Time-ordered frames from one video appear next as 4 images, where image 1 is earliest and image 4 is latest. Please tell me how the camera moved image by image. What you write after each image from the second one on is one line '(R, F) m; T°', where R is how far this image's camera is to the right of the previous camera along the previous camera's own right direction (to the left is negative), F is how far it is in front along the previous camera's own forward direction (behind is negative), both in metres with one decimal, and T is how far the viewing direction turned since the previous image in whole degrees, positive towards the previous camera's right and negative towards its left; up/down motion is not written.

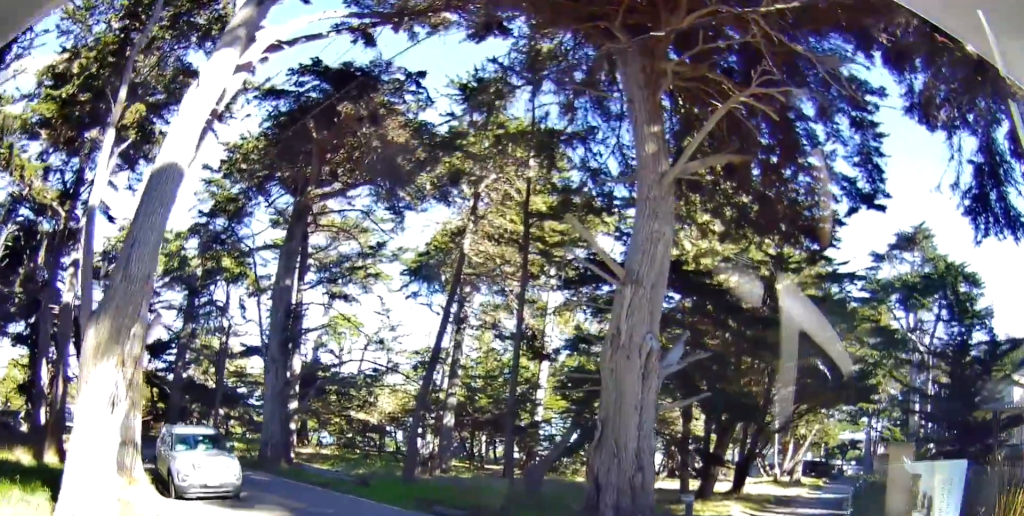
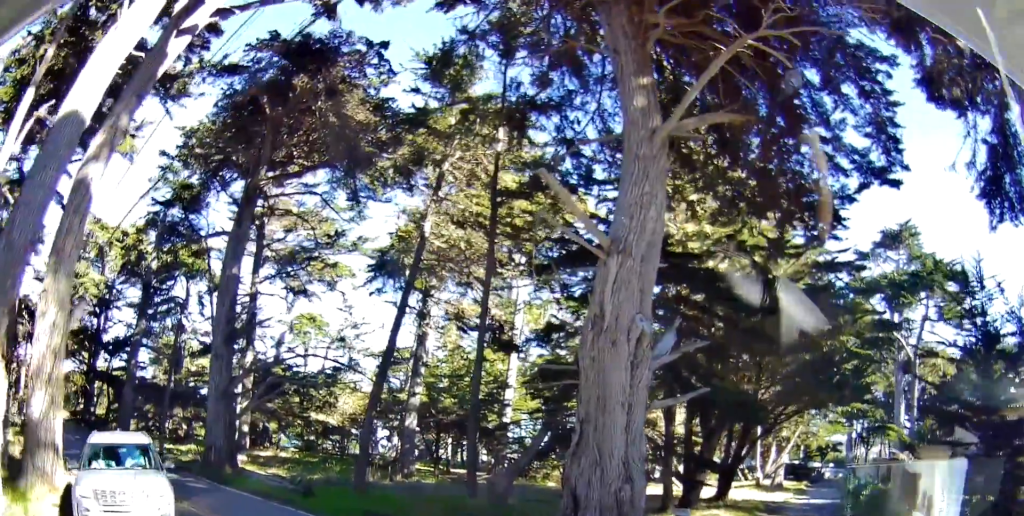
(+0.6, +2.3) m; +3°
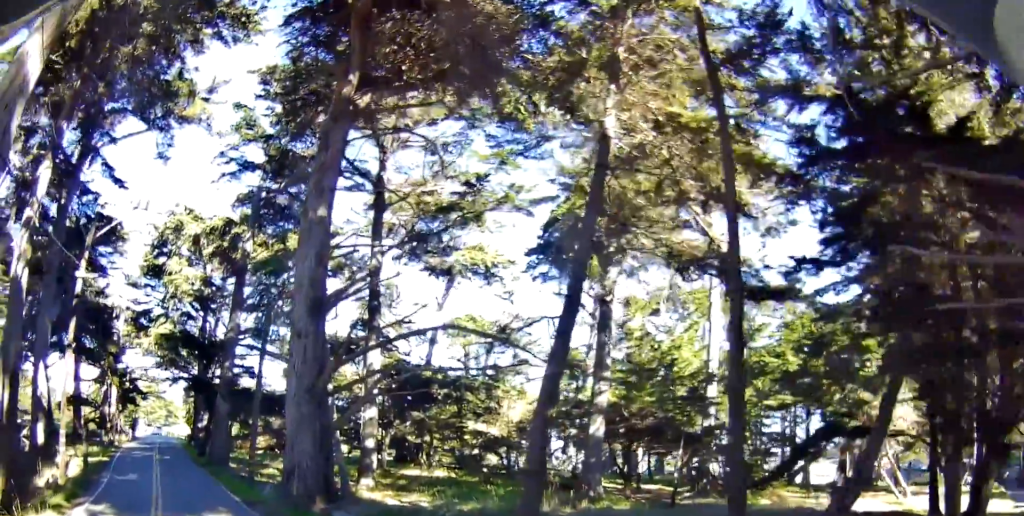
(-1.4, +6.2) m; -31°
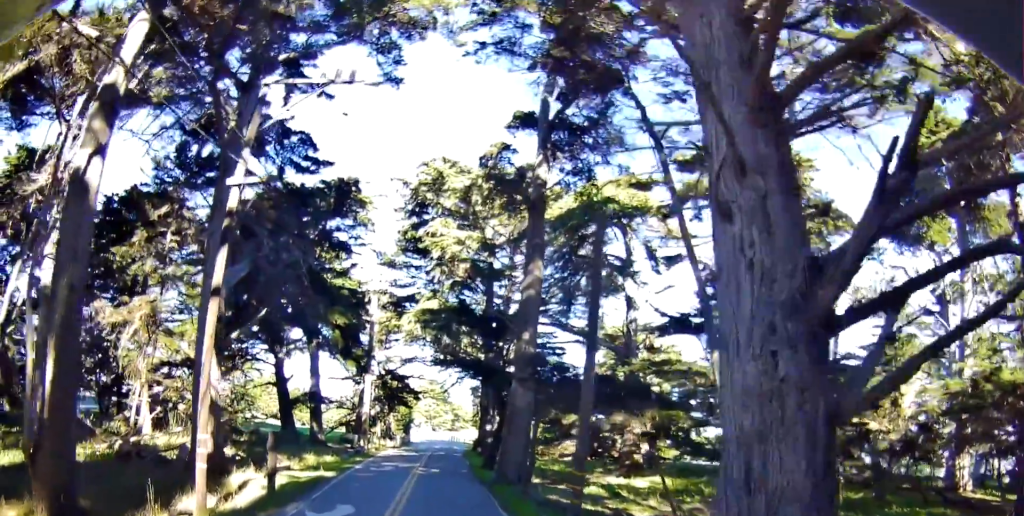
(-0.8, +7.4) m; -9°
